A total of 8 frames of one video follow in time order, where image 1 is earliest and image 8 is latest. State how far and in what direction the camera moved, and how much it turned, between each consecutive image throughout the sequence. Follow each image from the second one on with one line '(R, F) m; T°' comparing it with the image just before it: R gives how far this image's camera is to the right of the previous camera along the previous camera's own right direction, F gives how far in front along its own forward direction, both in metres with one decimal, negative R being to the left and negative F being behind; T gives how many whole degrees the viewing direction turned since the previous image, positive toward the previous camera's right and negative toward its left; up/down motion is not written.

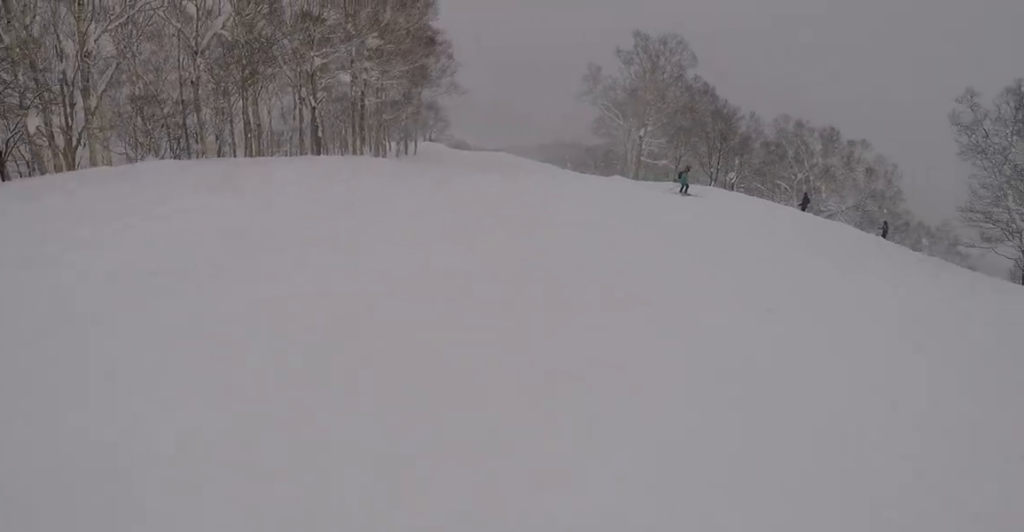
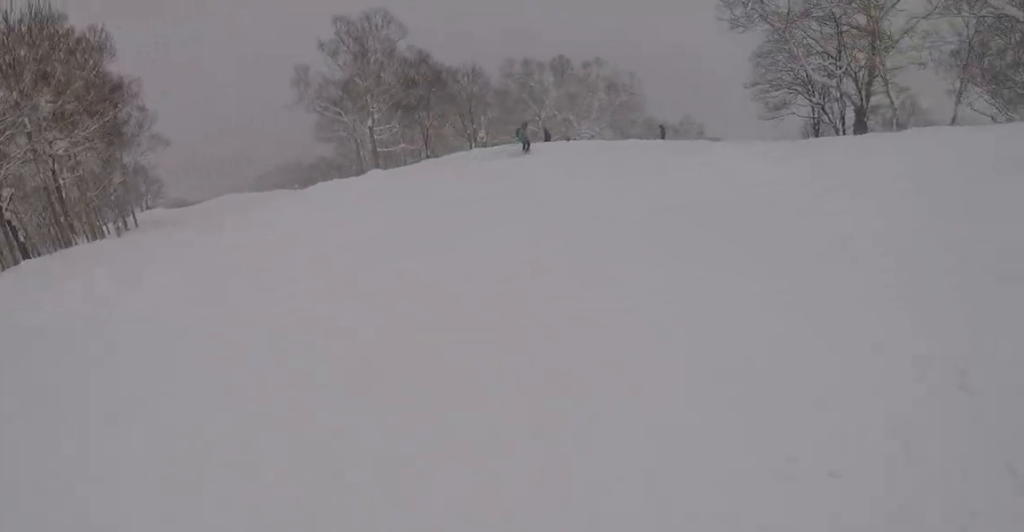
(+1.1, +4.6) m; +19°
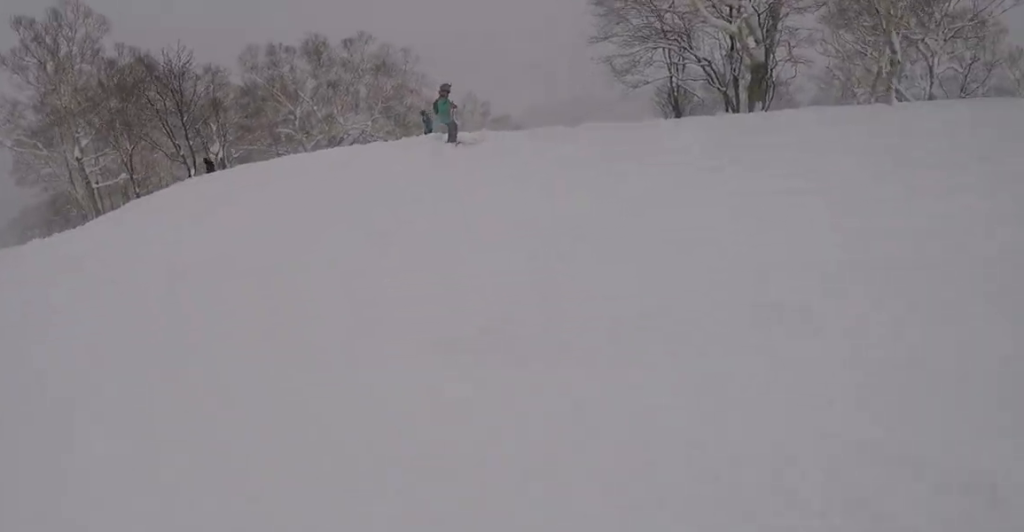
(+1.3, +9.5) m; -1°
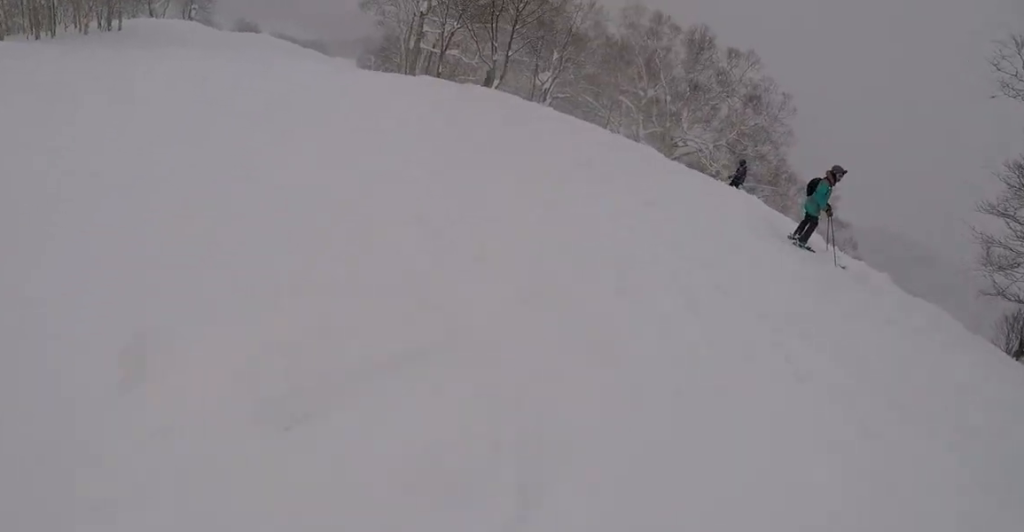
(-0.3, +3.4) m; -11°
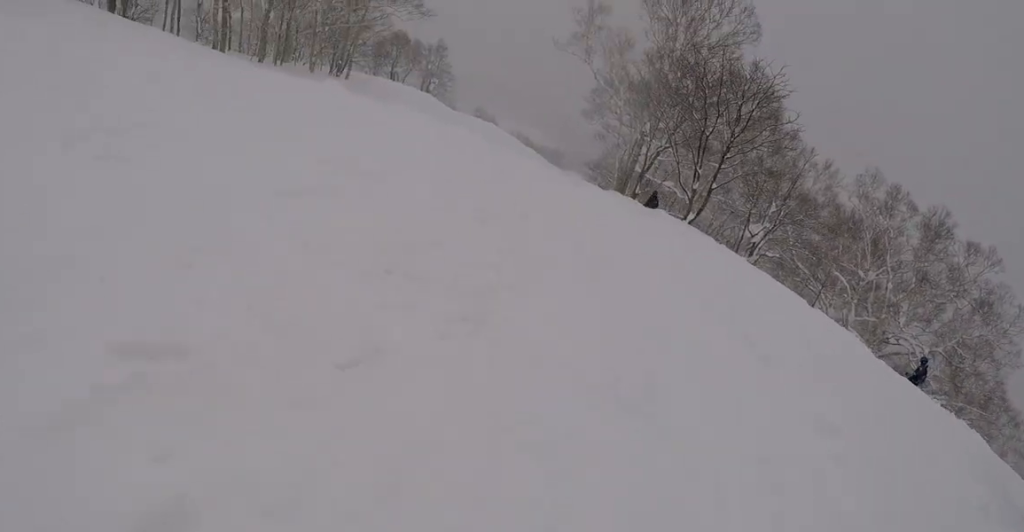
(+0.1, +3.0) m; -11°
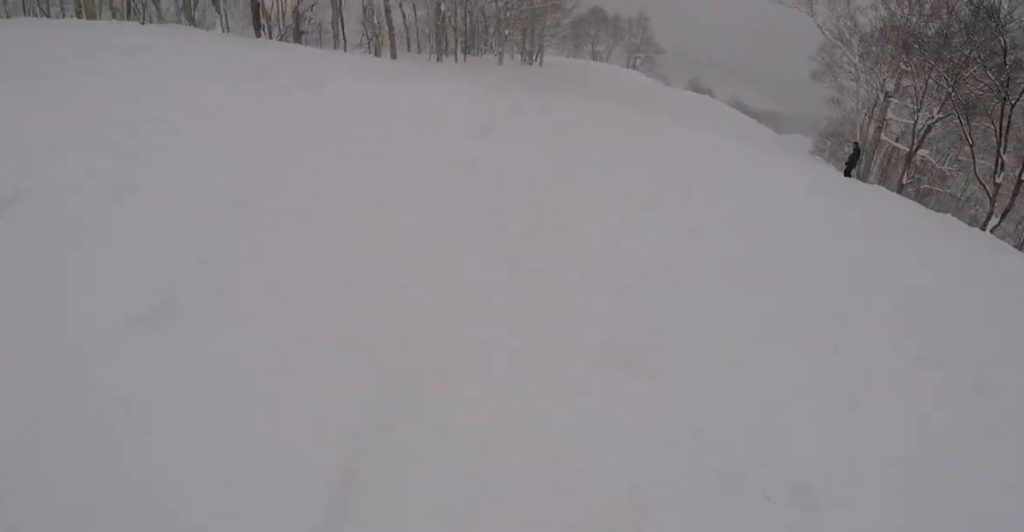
(-0.8, +4.0) m; +3°
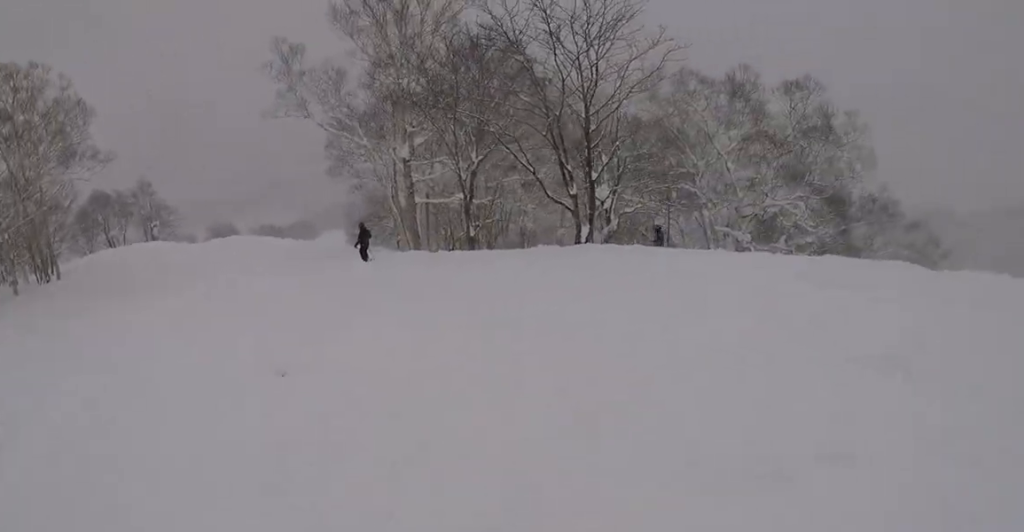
(+0.6, +2.5) m; +16°
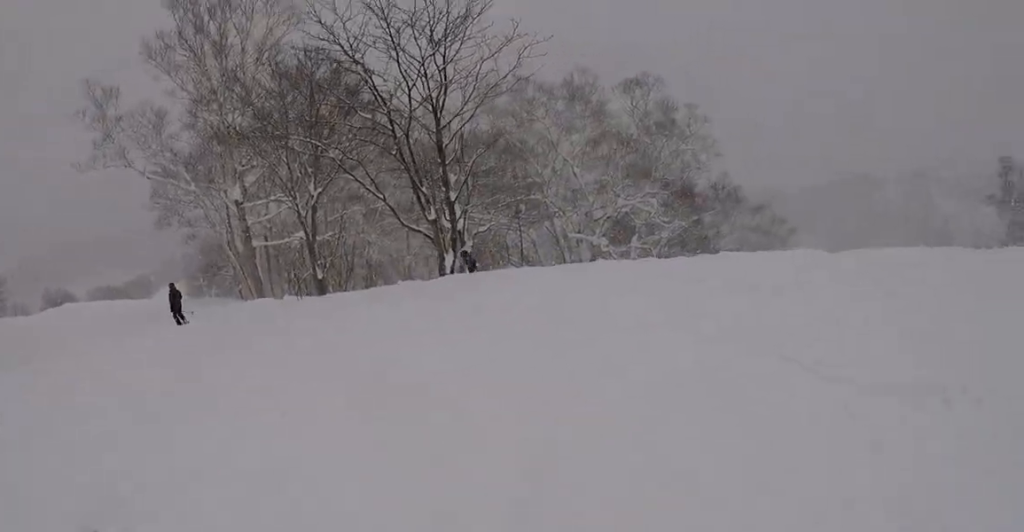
(0.0, +1.4) m; +19°
